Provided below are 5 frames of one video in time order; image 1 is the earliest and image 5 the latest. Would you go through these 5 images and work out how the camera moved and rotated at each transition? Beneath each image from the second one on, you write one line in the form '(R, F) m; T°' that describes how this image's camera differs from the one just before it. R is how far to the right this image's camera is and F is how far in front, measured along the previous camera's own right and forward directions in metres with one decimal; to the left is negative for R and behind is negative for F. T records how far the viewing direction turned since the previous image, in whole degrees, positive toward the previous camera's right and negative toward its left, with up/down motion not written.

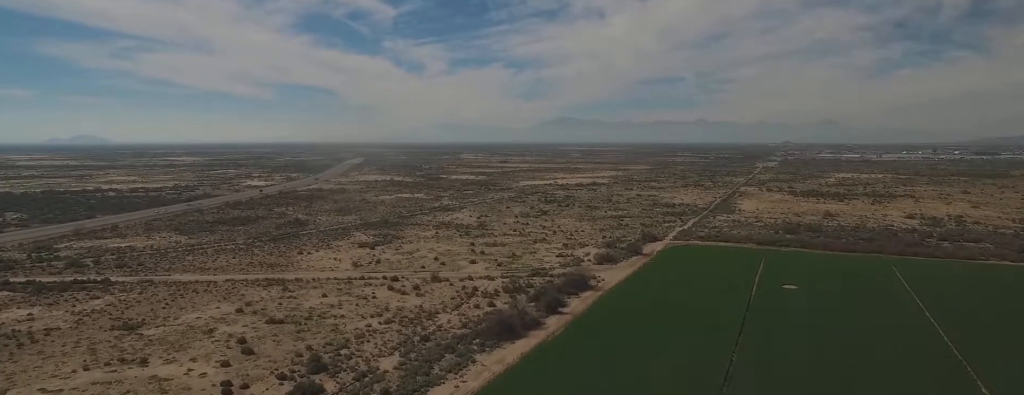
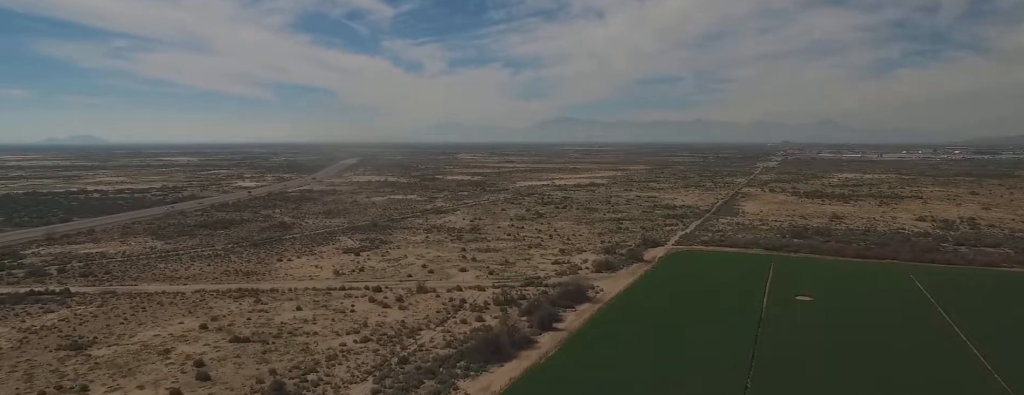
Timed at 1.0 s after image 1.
(+0.1, +17.0) m; 0°
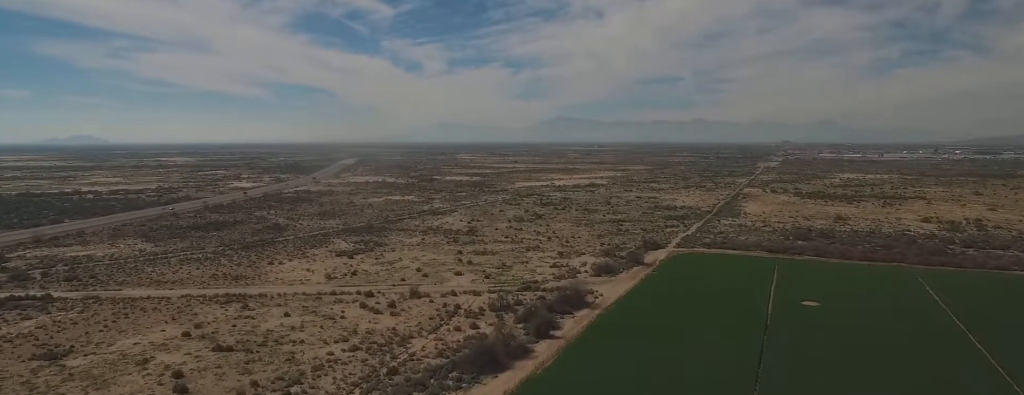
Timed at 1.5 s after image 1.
(0.0, +7.1) m; 0°
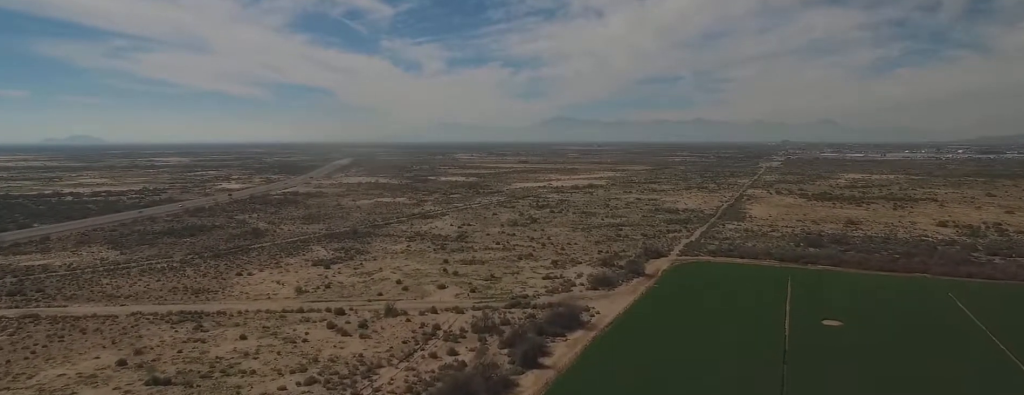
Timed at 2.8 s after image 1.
(0.0, +21.4) m; 0°
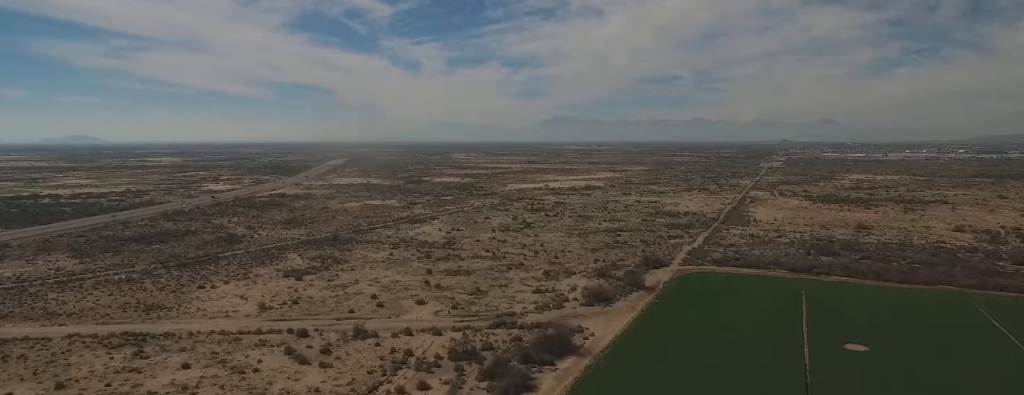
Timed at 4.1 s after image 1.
(-0.1, +20.4) m; -1°
